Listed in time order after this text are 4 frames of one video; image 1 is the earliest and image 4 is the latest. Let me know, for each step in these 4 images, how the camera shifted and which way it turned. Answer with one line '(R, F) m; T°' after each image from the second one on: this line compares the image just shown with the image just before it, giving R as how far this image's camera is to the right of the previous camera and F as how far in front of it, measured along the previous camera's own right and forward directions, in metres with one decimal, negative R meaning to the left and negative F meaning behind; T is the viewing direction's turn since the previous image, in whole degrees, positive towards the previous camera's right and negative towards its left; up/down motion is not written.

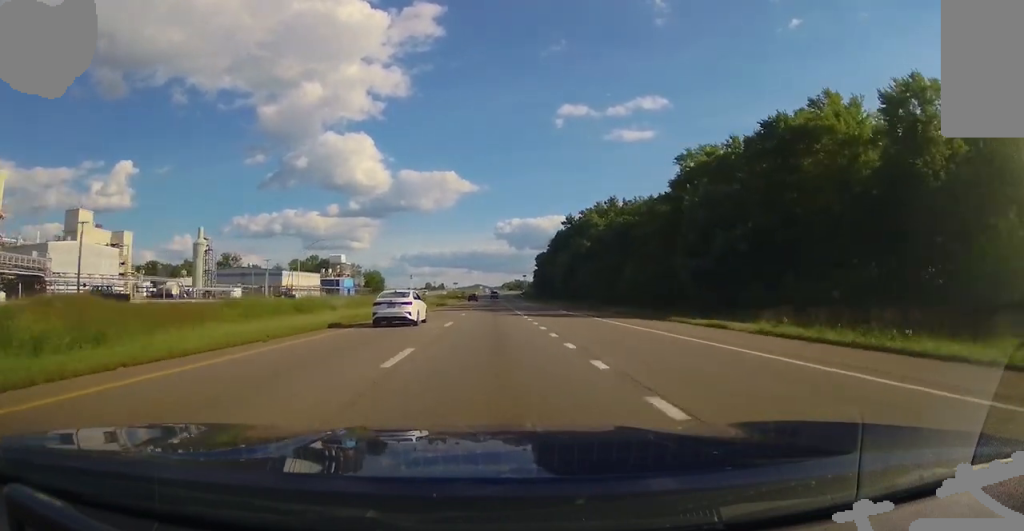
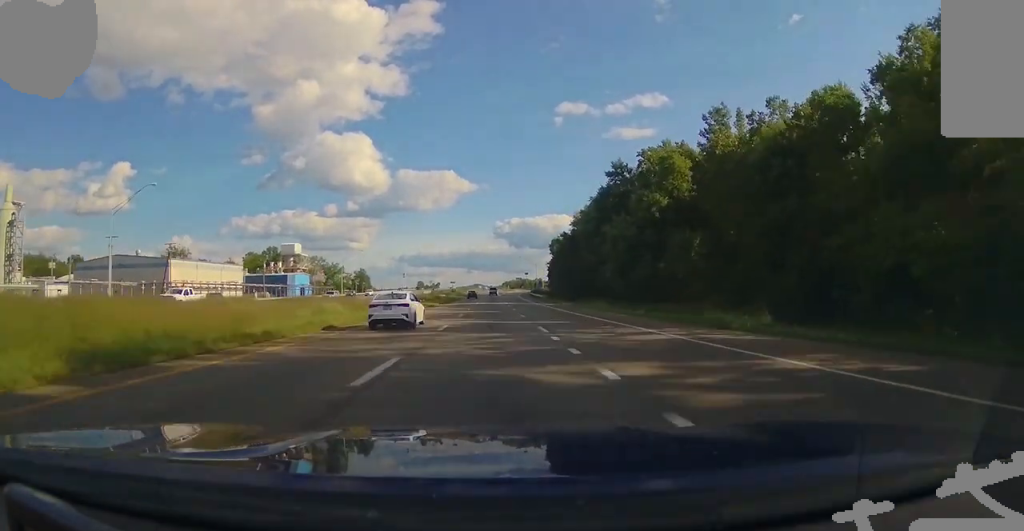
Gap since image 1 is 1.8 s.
(0.0, +63.0) m; 0°
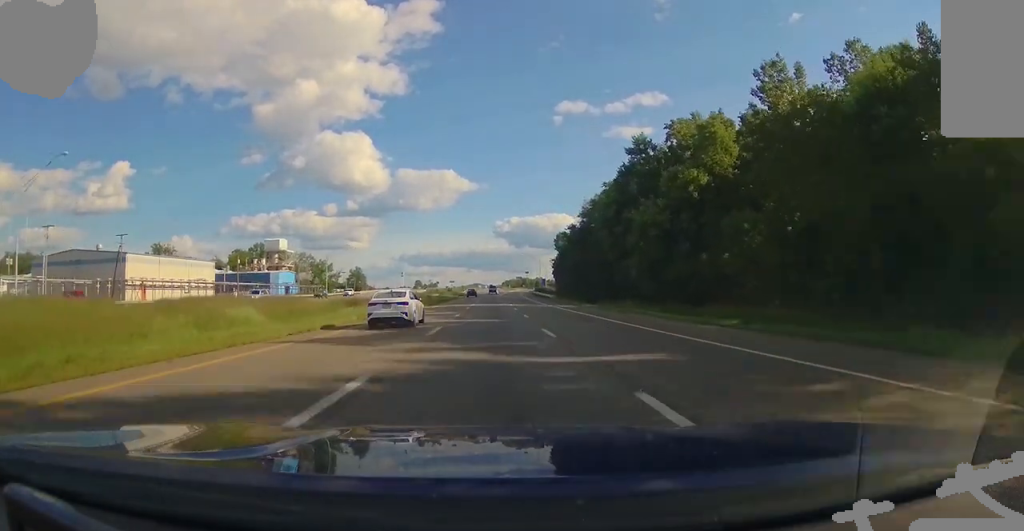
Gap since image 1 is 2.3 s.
(0.0, +14.9) m; 0°
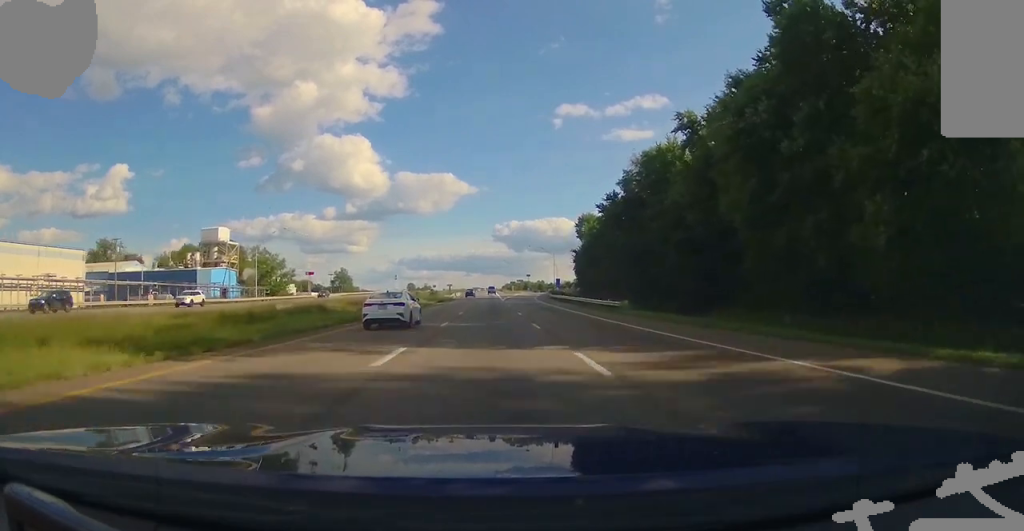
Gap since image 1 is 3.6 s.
(-0.6, +44.6) m; 0°
